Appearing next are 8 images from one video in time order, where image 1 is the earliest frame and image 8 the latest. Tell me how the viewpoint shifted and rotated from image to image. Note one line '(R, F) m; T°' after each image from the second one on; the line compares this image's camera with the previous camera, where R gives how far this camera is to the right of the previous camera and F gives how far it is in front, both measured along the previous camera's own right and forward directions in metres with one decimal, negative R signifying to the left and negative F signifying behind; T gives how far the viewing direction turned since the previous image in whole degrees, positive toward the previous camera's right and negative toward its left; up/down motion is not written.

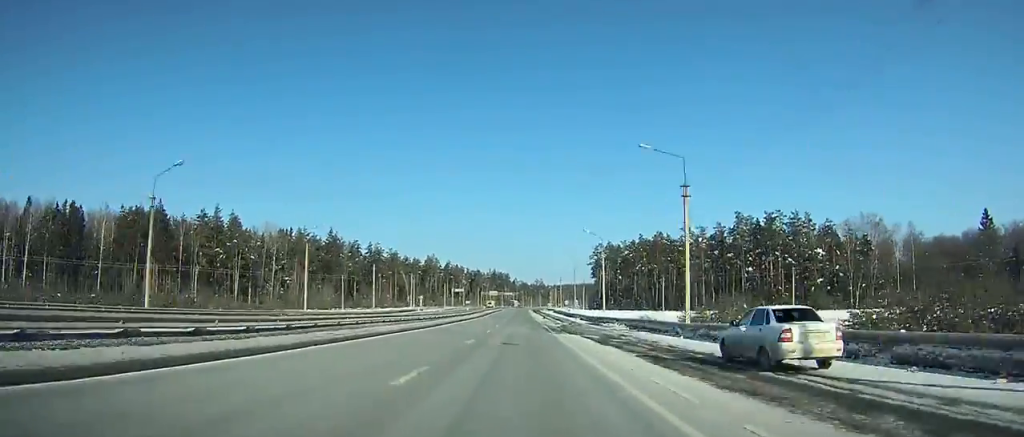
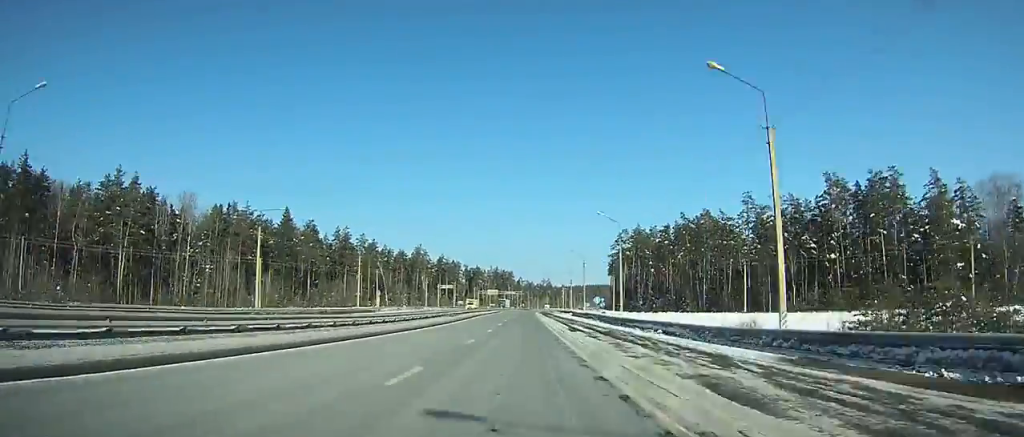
(0.0, +49.3) m; 0°
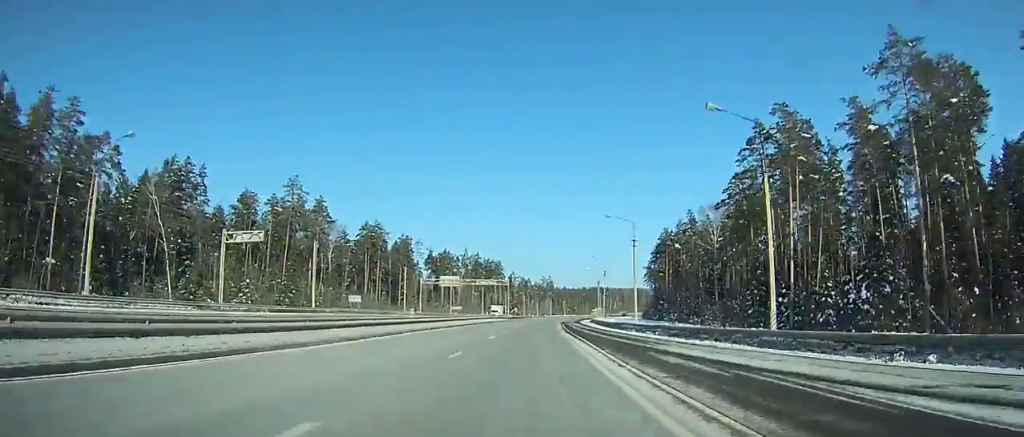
(+0.5, +127.4) m; +2°
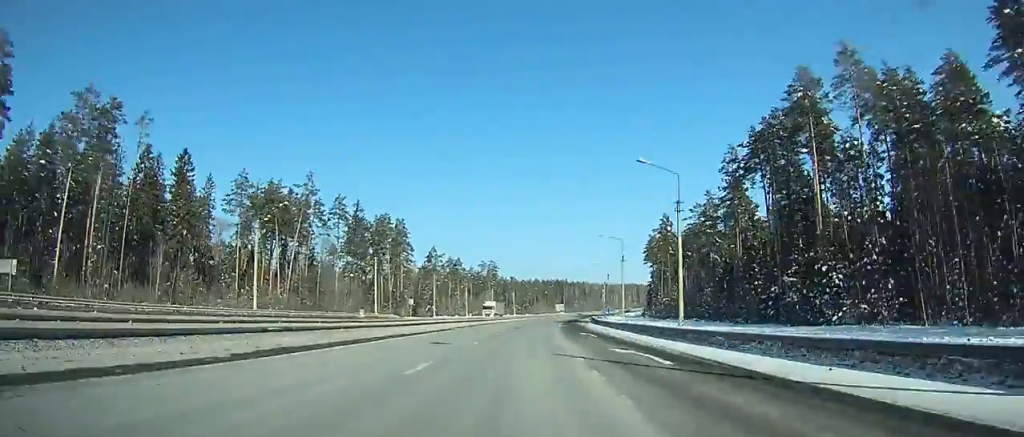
(+5.0, +123.5) m; +5°
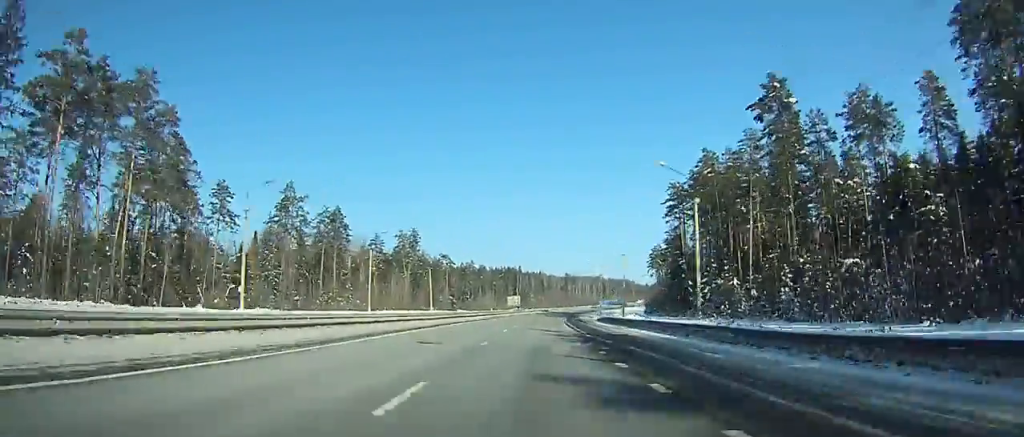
(+3.6, +101.4) m; +4°
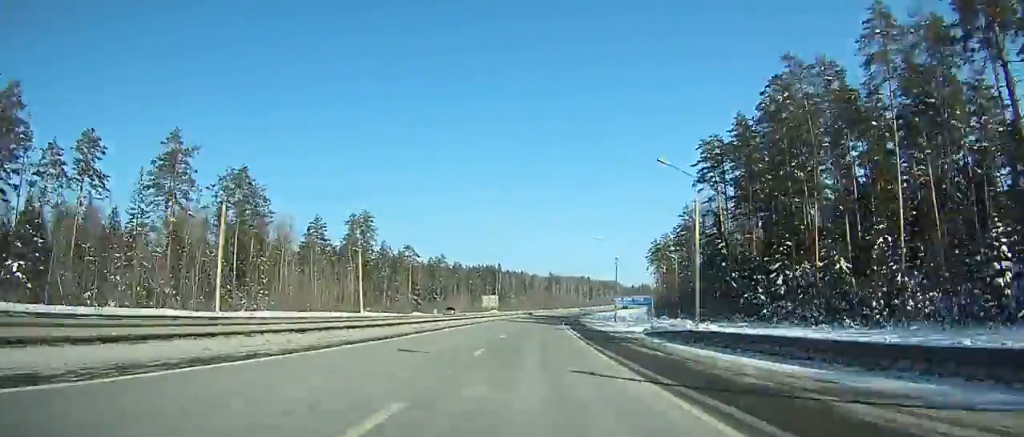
(+1.0, +37.7) m; +2°
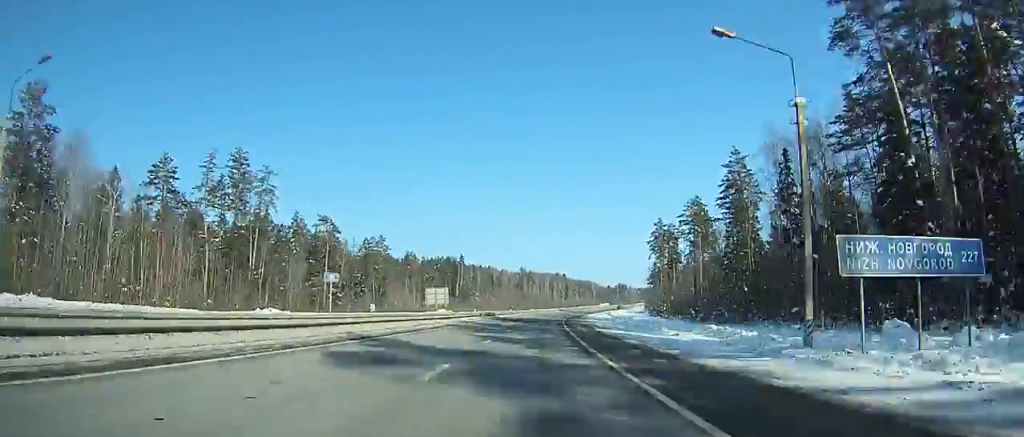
(+0.9, +53.8) m; +3°
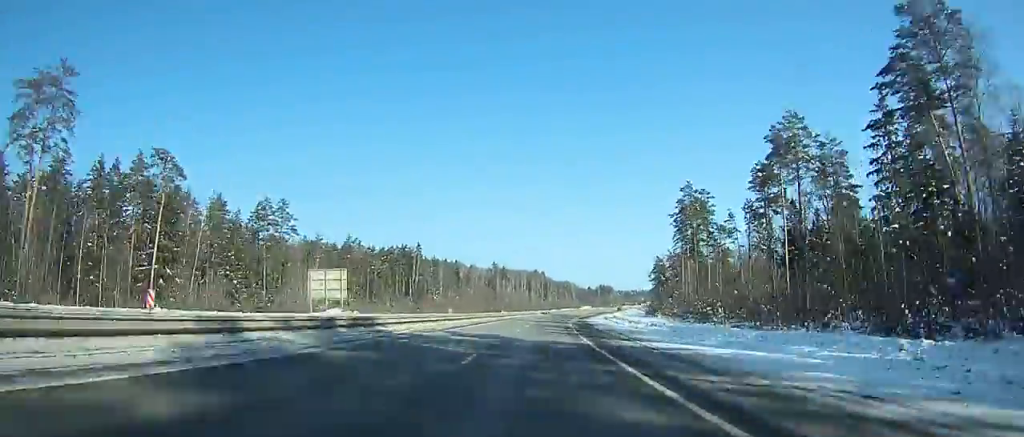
(+1.1, +56.7) m; +3°
